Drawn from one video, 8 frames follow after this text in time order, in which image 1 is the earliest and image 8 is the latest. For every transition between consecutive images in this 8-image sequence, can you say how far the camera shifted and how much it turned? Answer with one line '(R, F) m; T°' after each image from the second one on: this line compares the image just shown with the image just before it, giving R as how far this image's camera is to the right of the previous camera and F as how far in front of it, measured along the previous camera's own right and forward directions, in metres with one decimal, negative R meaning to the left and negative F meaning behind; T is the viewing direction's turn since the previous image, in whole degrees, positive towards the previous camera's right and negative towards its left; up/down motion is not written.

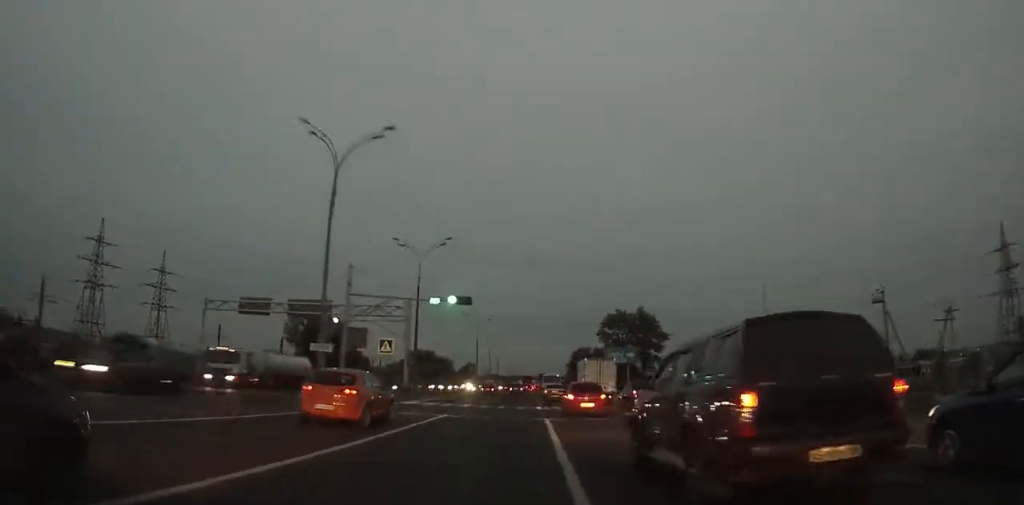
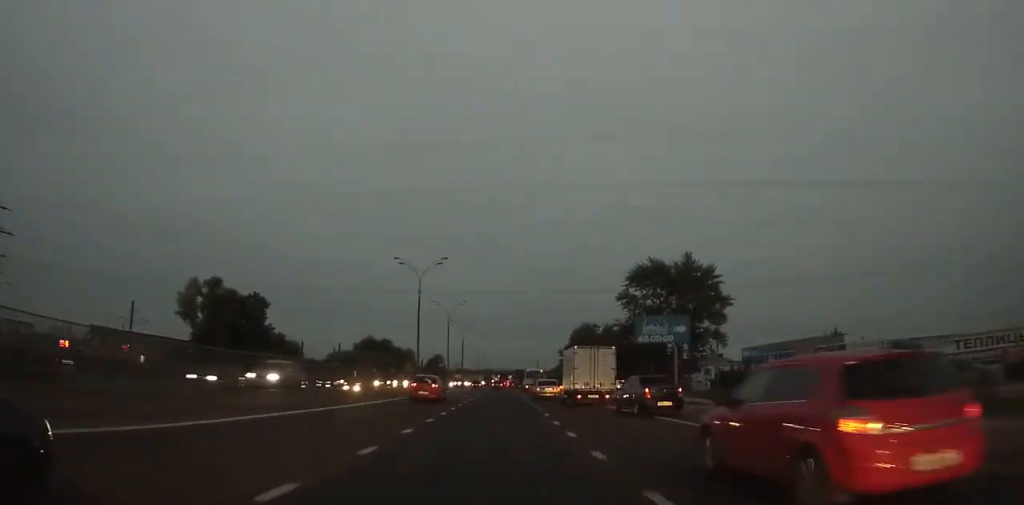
(+0.2, +45.0) m; +1°
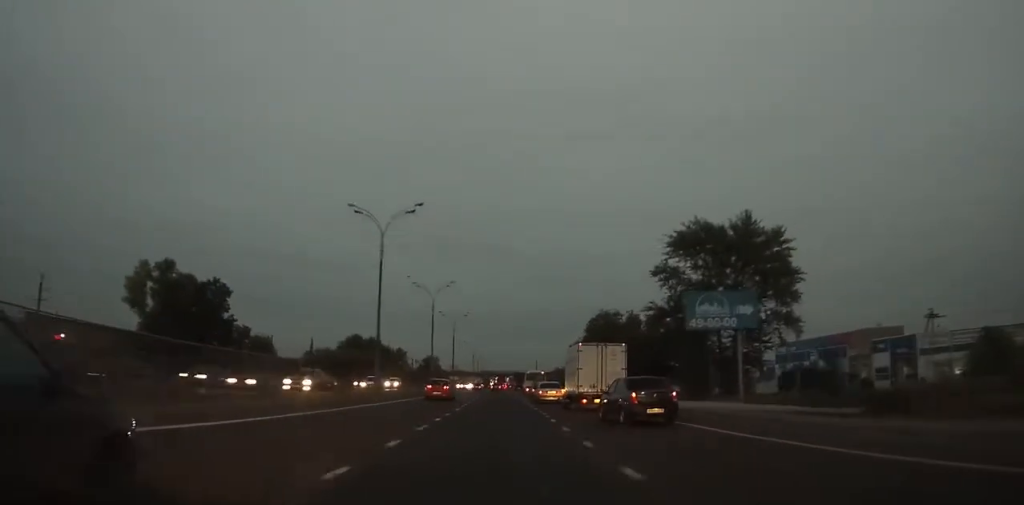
(0.0, +18.3) m; +1°
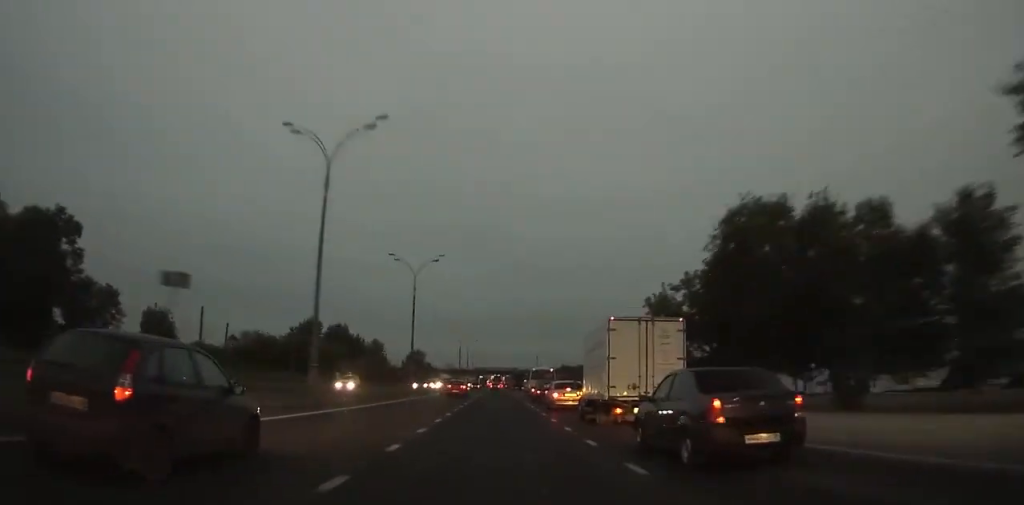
(+0.3, +43.2) m; 0°
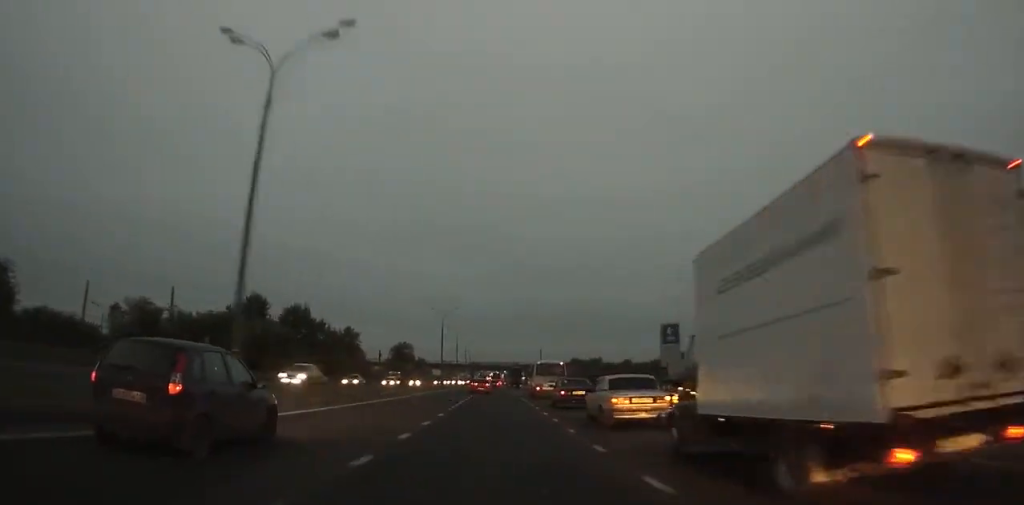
(0.0, +36.7) m; 0°
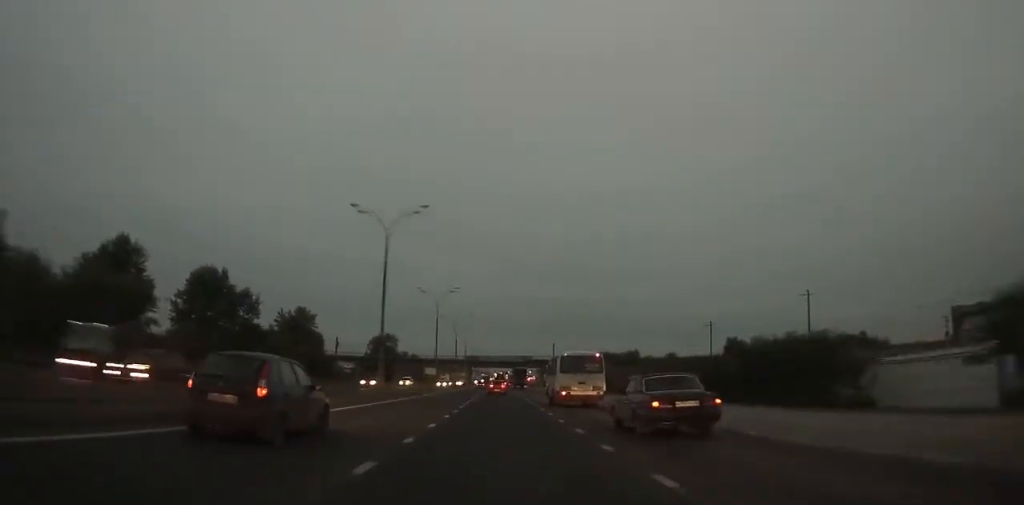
(+0.1, +45.9) m; 0°
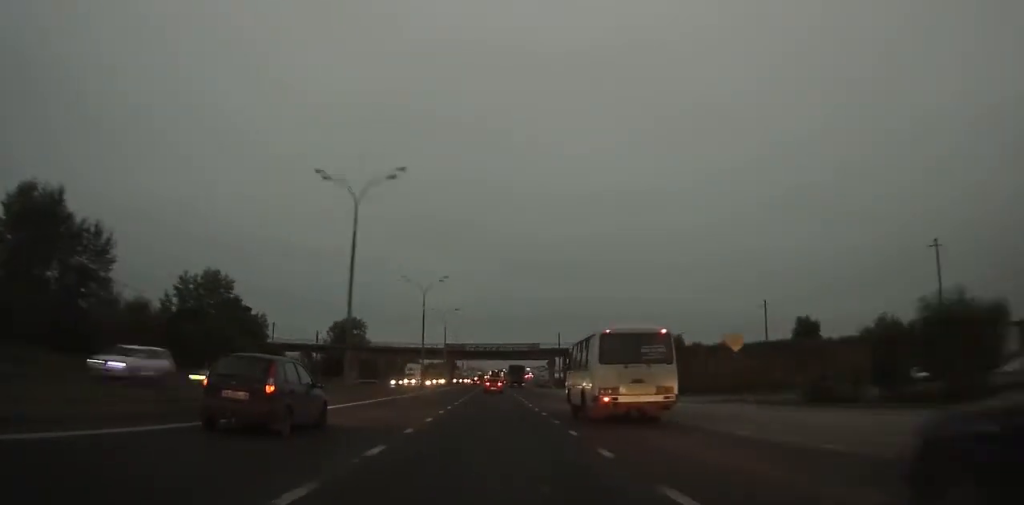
(+0.1, +40.7) m; 0°
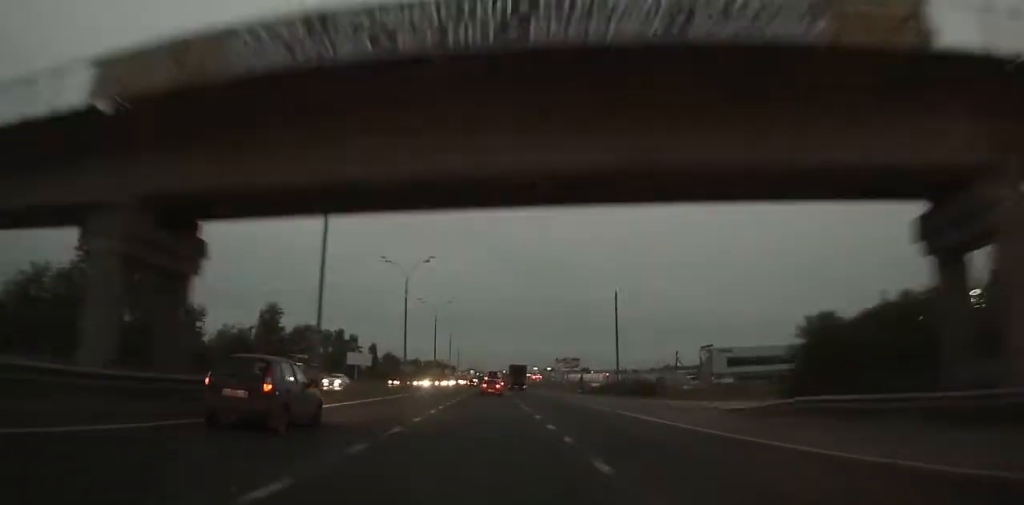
(-0.2, +101.8) m; 0°
